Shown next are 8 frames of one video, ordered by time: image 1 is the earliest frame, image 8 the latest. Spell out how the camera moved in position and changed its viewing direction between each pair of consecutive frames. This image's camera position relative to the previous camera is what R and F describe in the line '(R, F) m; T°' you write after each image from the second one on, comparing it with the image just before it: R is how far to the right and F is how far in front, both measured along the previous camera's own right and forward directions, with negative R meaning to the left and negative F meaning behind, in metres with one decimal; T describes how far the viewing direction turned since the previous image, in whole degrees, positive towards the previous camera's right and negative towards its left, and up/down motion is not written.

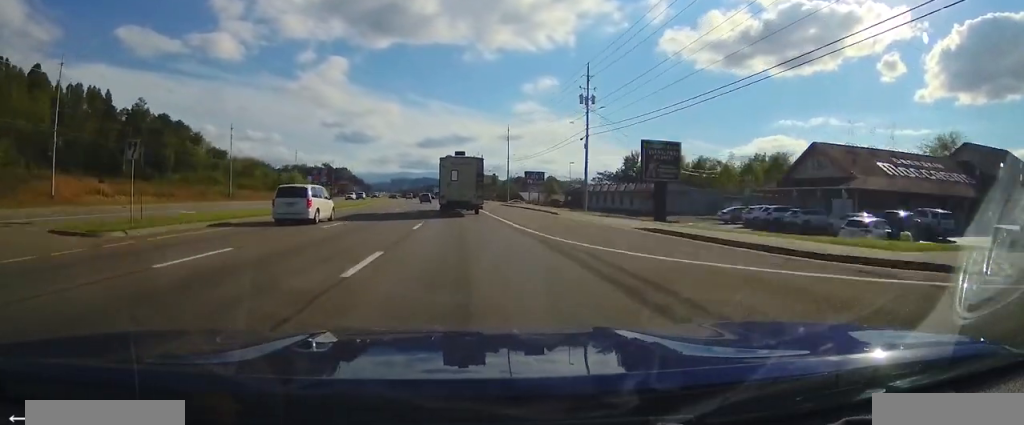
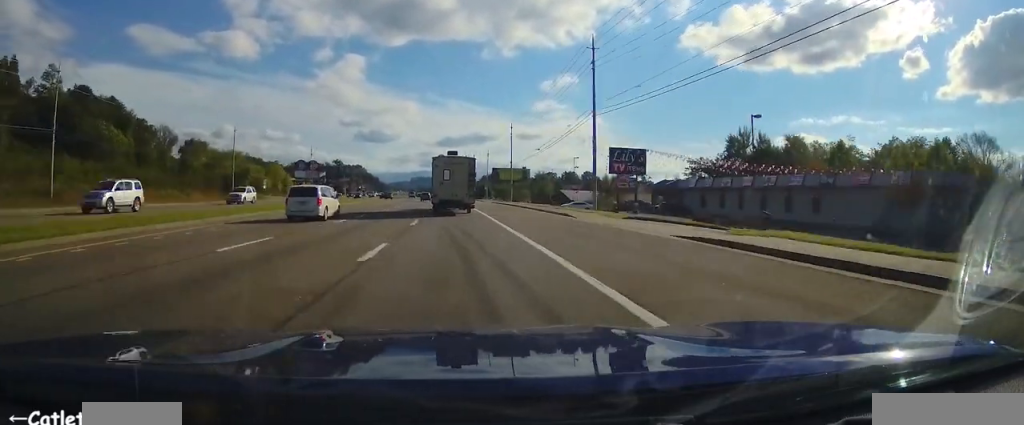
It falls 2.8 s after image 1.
(-0.5, +59.6) m; -2°
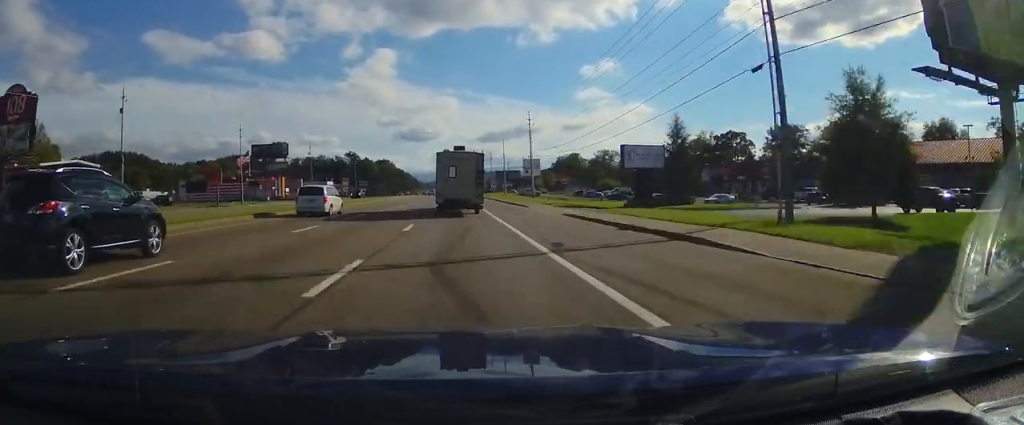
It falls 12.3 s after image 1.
(-9.7, +198.3) m; -4°
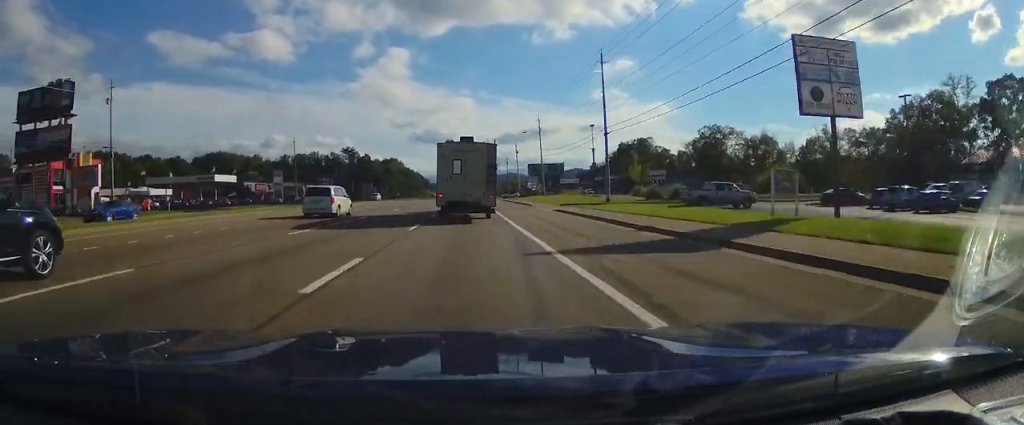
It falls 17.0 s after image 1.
(-0.3, +88.7) m; 0°
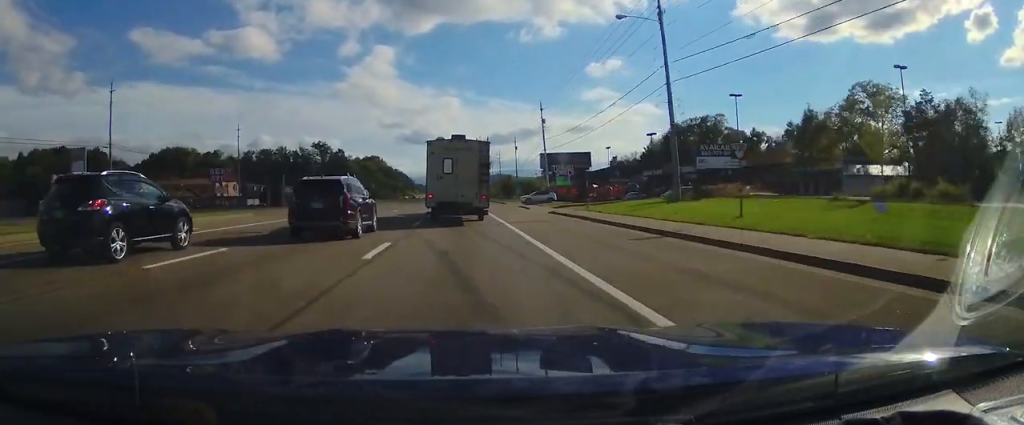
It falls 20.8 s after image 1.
(+0.2, +63.9) m; 0°
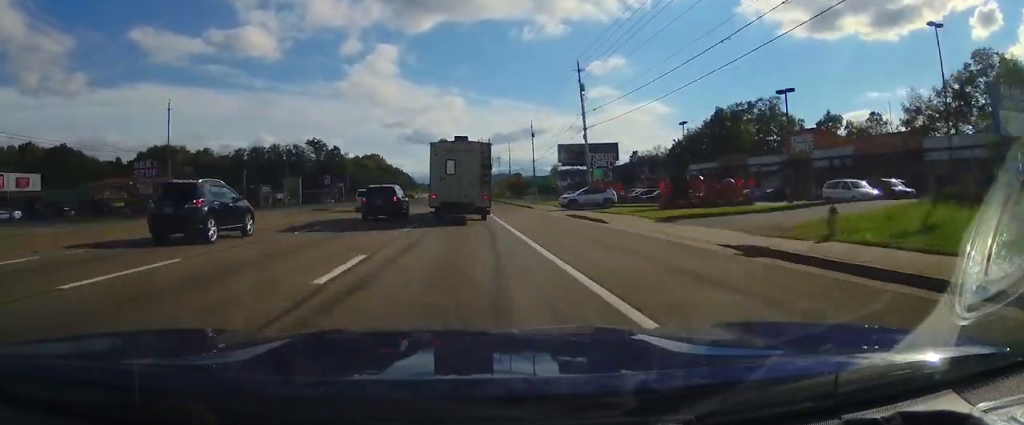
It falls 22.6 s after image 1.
(+0.1, +26.5) m; 0°
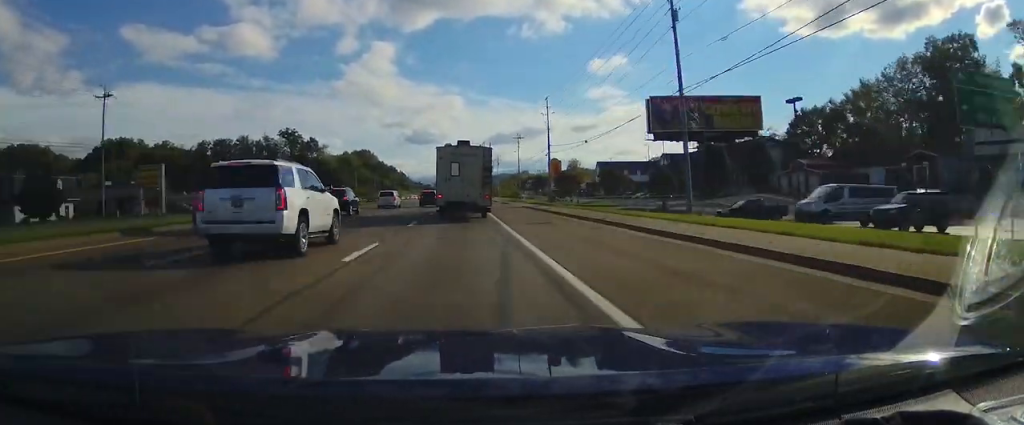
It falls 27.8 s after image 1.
(-0.1, +63.6) m; 0°
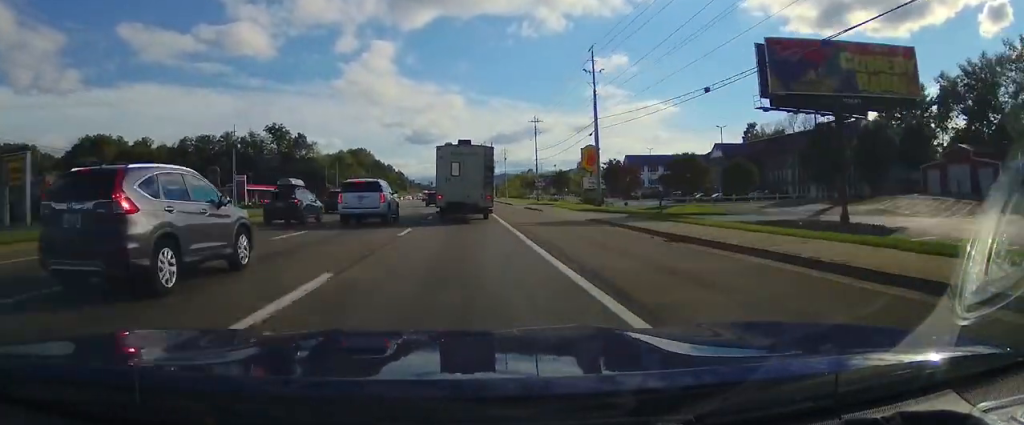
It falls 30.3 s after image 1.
(0.0, +25.9) m; 0°
